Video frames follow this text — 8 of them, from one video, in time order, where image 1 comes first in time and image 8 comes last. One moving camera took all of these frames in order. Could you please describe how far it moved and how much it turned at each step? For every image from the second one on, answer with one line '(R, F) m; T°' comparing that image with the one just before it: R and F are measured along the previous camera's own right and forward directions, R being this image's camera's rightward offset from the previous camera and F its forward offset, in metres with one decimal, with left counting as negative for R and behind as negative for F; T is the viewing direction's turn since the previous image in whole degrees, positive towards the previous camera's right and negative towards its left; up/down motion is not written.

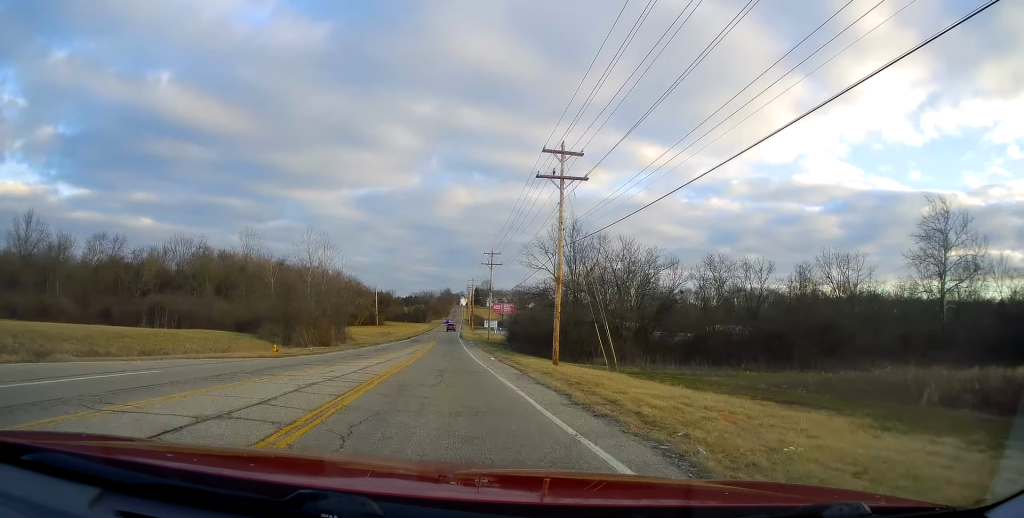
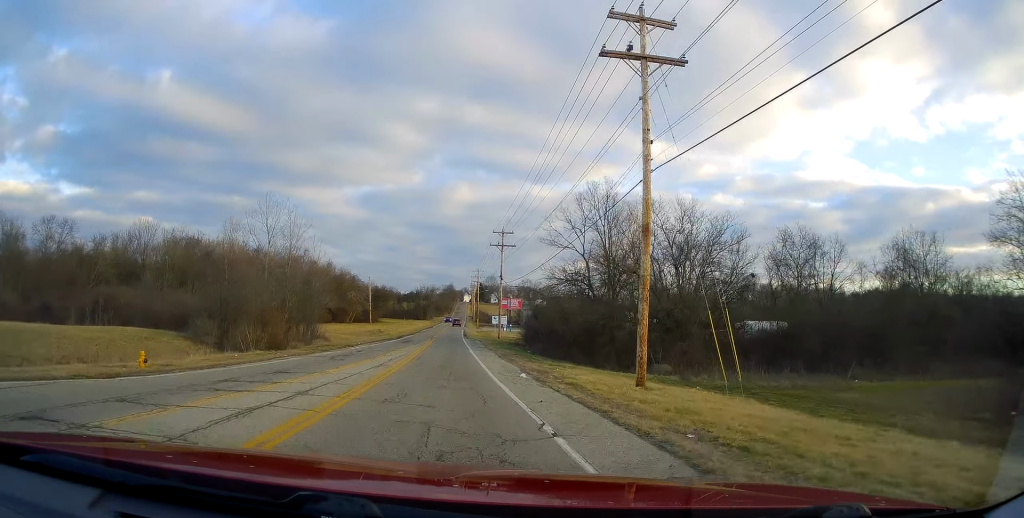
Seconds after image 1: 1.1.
(-0.1, +15.4) m; +1°
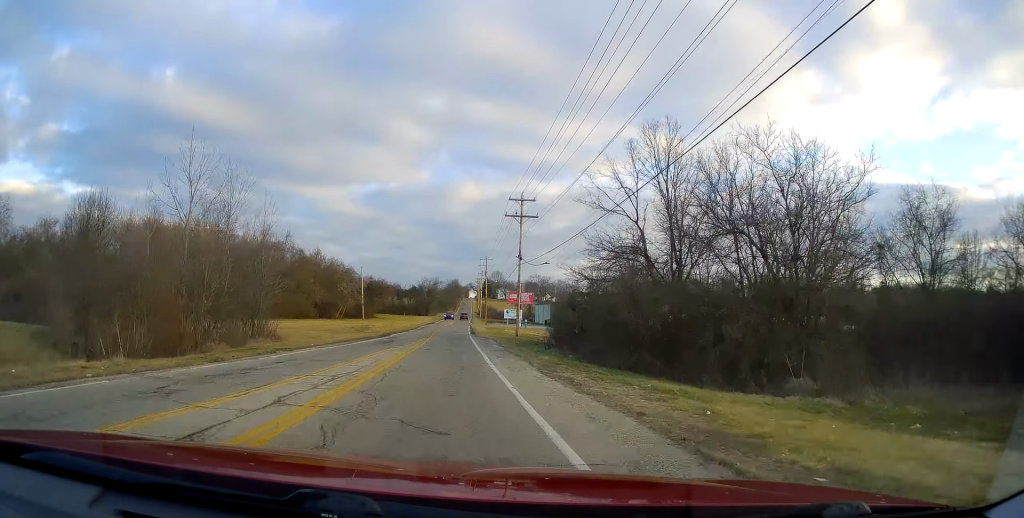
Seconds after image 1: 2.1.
(+0.3, +16.2) m; 0°
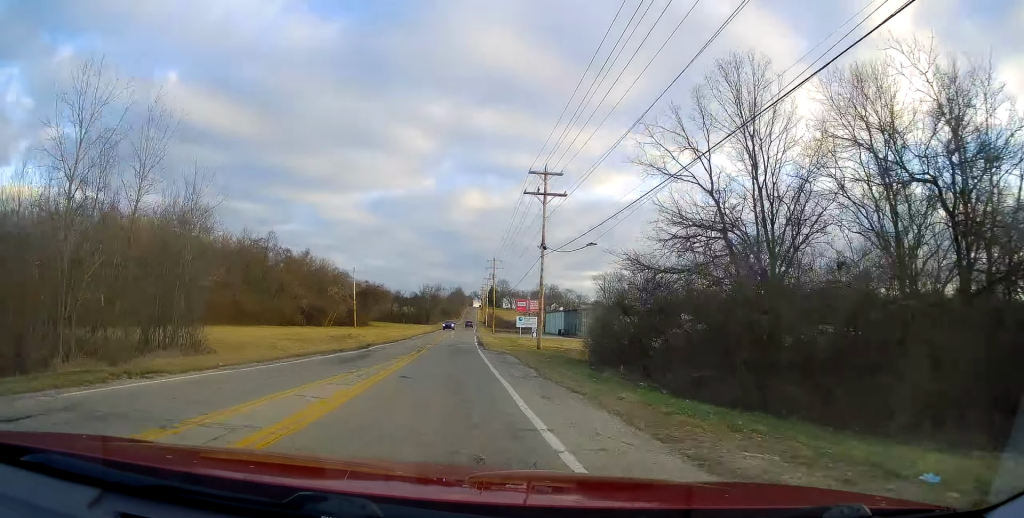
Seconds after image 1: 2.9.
(-0.3, +12.7) m; -2°
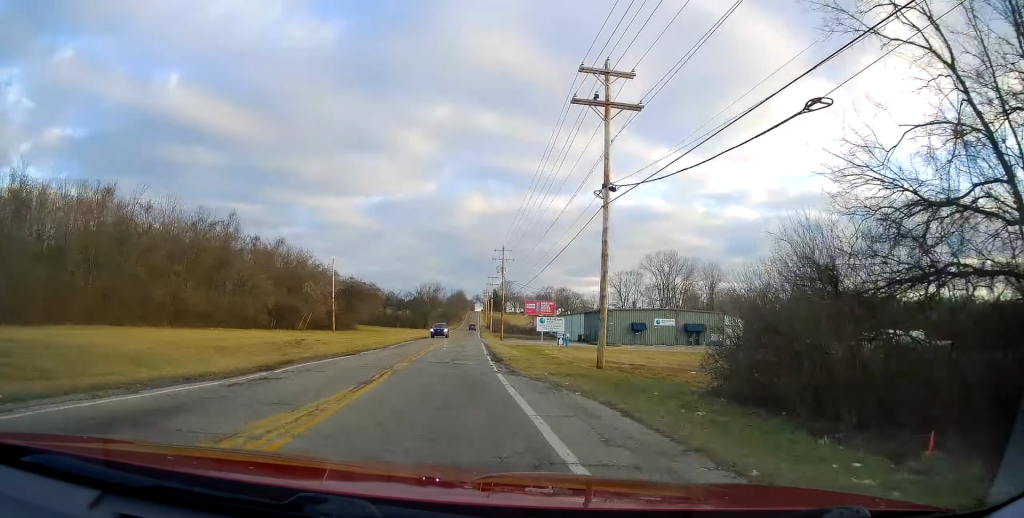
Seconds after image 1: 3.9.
(-0.4, +18.4) m; -2°
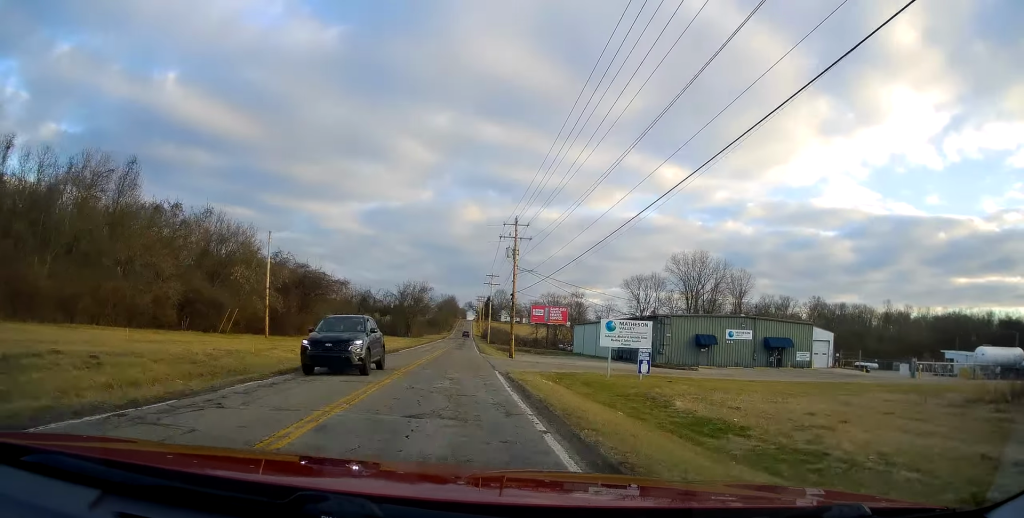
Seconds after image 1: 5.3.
(-0.4, +27.2) m; +1°
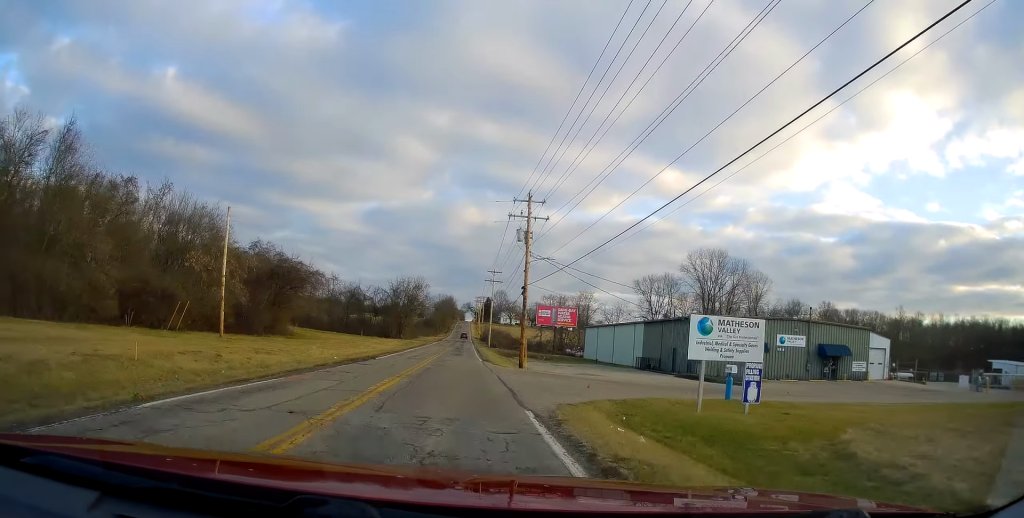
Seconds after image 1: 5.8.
(+0.4, +11.3) m; +1°
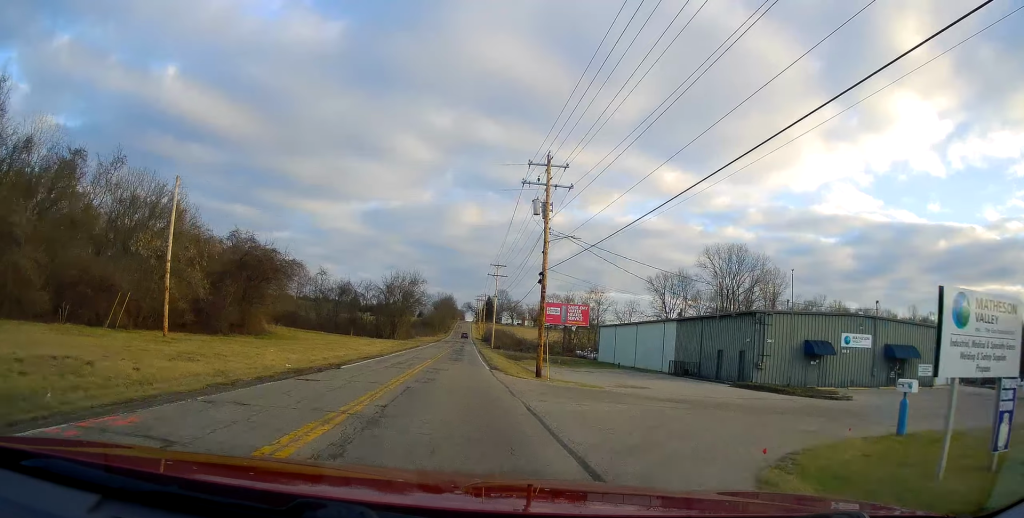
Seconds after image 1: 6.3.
(+0.1, +10.0) m; +1°
